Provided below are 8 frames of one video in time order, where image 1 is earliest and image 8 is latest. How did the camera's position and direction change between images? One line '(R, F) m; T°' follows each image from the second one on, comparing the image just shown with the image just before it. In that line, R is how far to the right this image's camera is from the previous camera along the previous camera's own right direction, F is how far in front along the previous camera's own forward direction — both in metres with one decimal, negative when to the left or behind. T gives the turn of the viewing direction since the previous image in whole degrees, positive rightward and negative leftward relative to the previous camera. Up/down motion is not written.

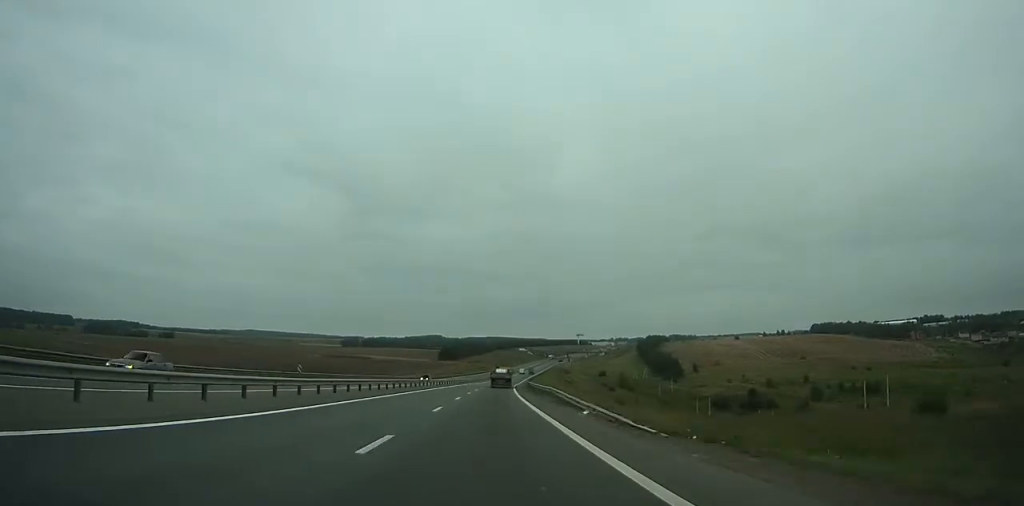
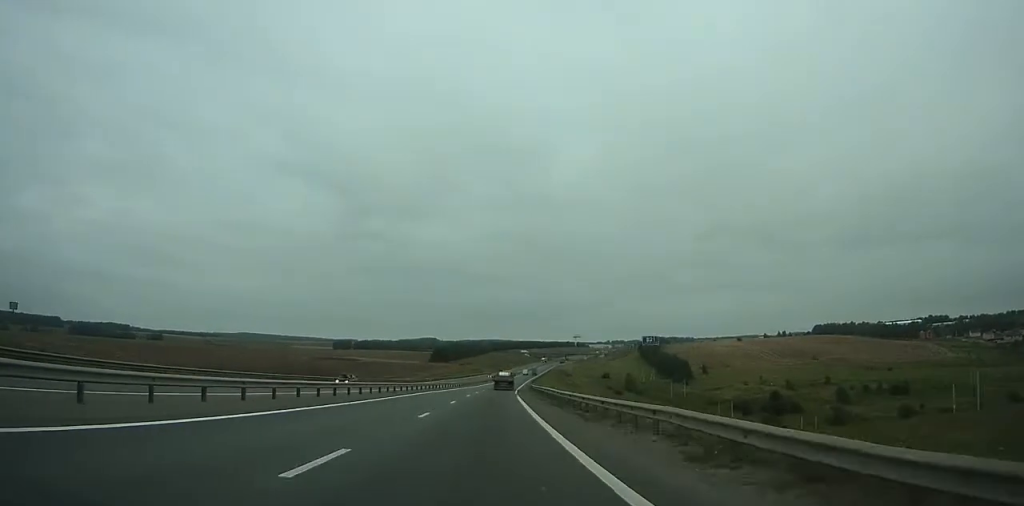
(+0.1, +26.5) m; 0°
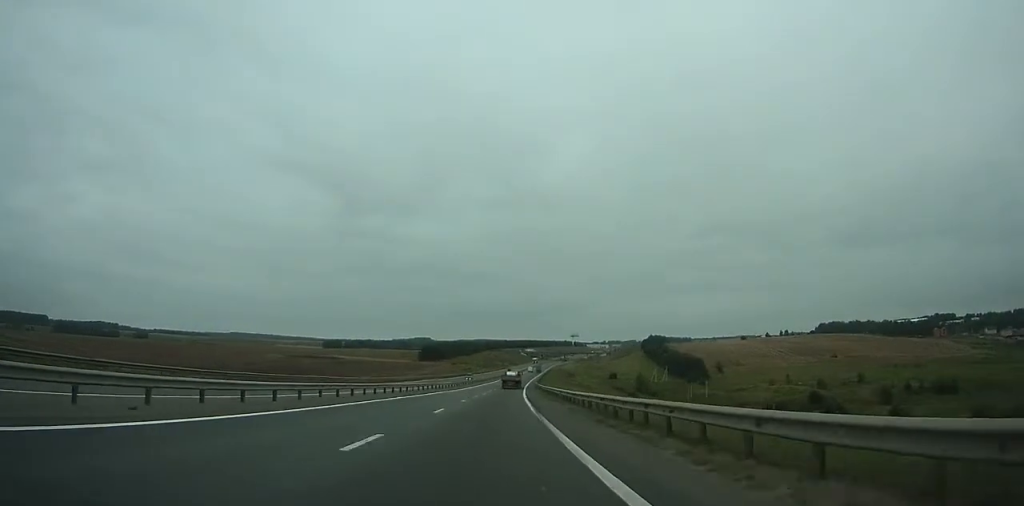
(+0.3, +33.0) m; +1°
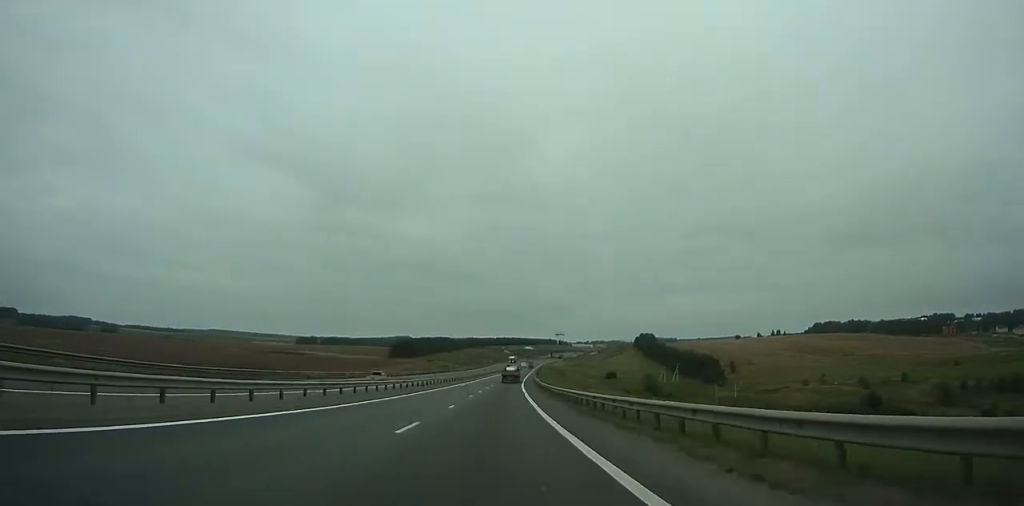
(+0.5, +44.0) m; +1°
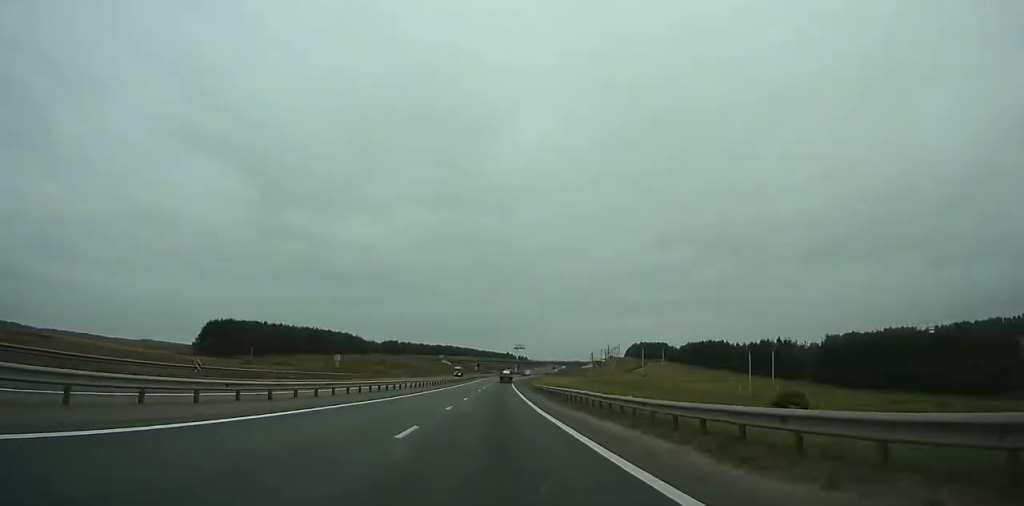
(+9.0, +191.2) m; +5°
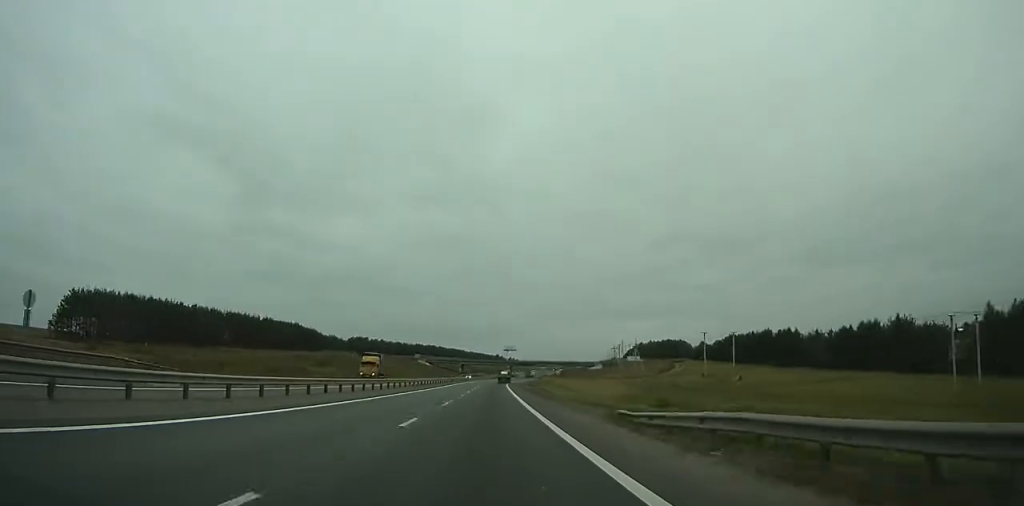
(+0.6, +56.6) m; +1°
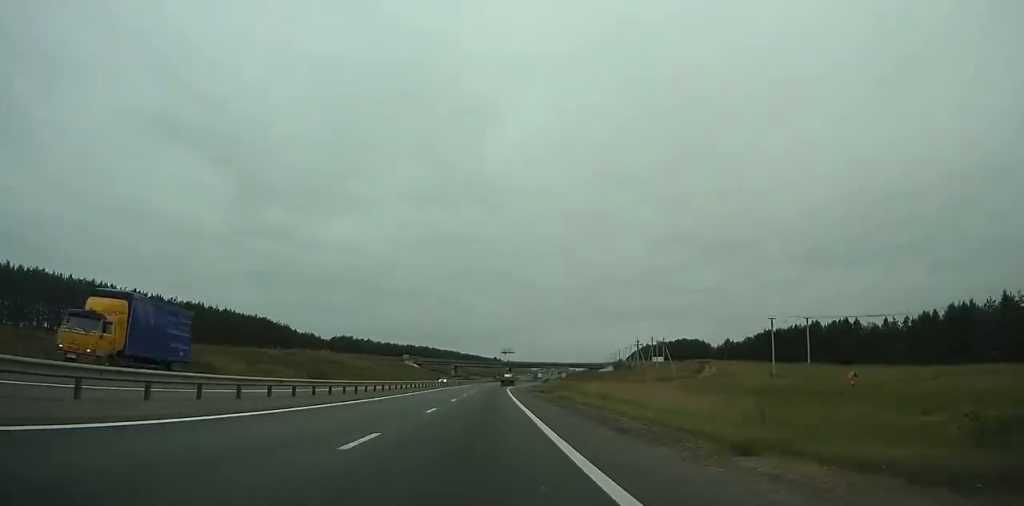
(+0.3, +29.4) m; 0°
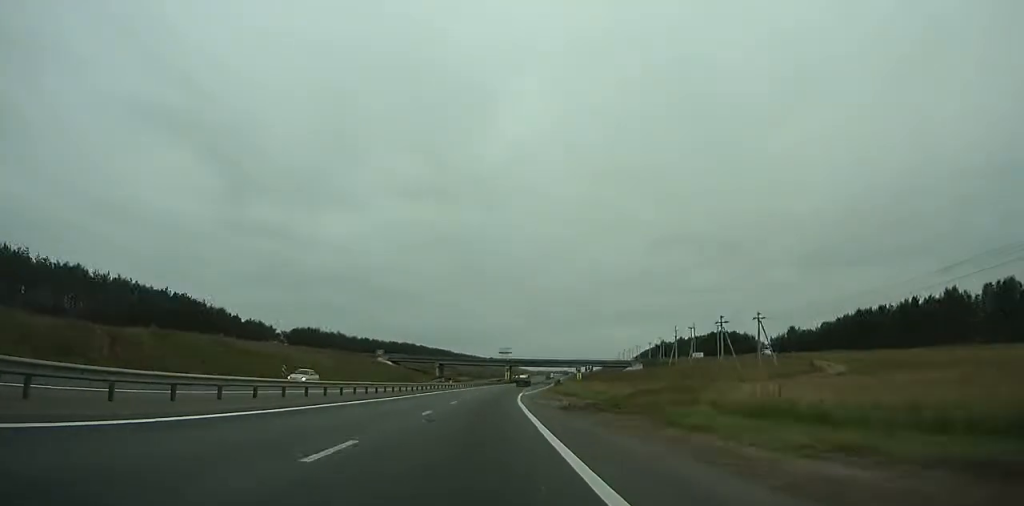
(+0.3, +49.8) m; +1°
